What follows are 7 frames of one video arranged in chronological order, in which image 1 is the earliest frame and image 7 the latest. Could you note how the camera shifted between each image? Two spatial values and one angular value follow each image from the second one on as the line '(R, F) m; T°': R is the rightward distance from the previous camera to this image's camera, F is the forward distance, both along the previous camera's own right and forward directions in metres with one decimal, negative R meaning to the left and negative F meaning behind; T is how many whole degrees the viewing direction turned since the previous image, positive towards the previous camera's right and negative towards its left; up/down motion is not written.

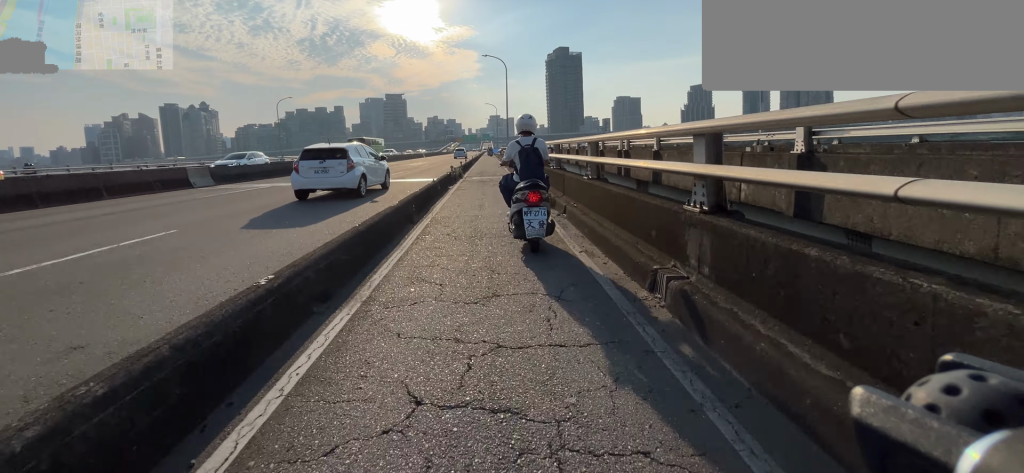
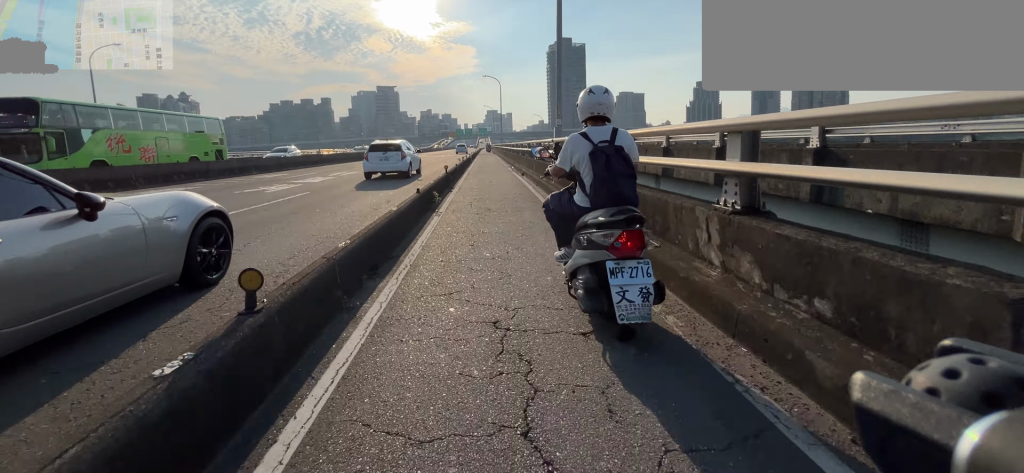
(+0.2, +25.1) m; 0°
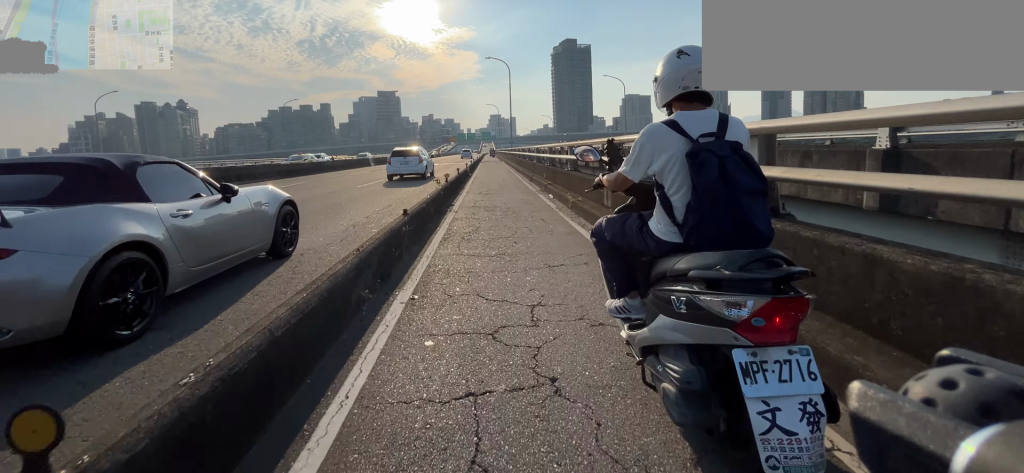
(-0.1, +12.0) m; 0°
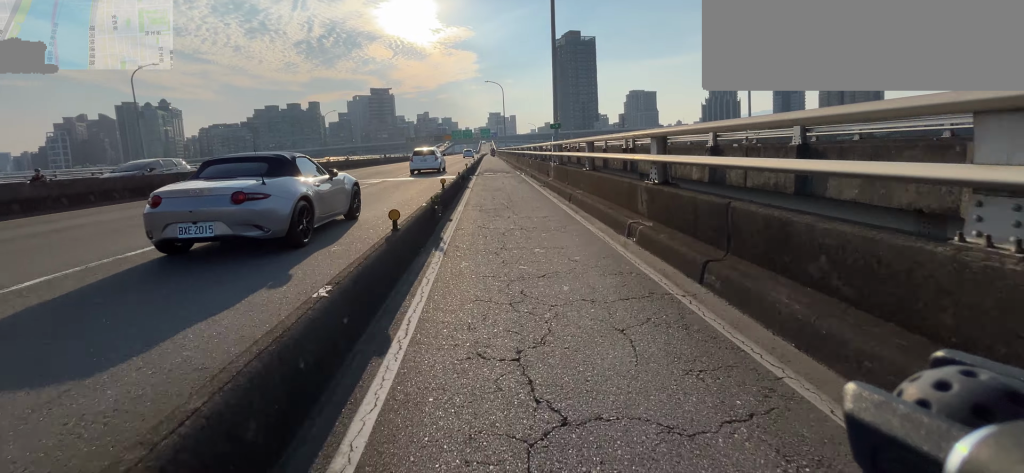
(+0.3, +23.2) m; +1°
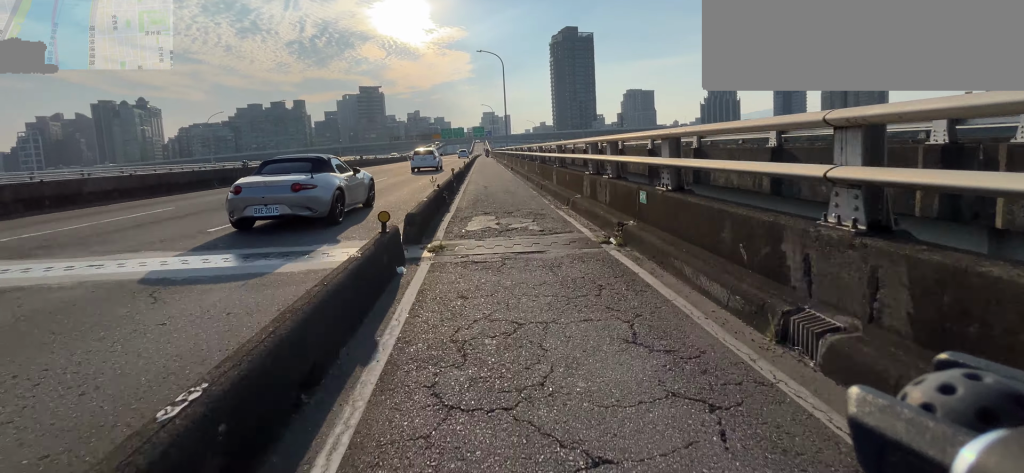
(0.0, +14.9) m; 0°
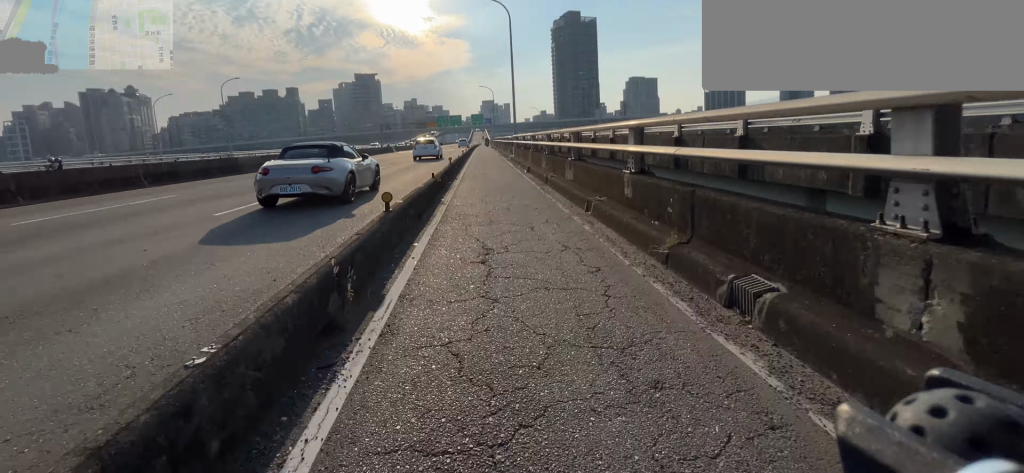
(0.0, +9.7) m; 0°
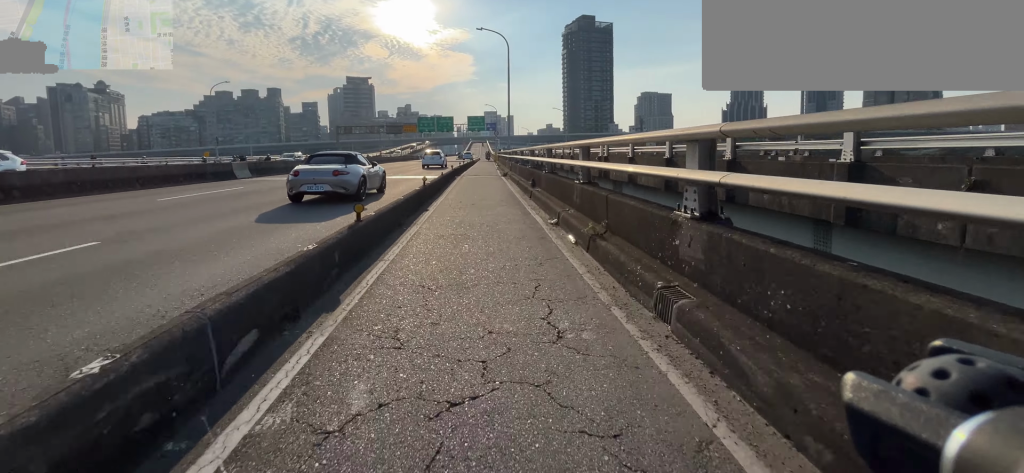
(+0.3, +36.0) m; +1°
